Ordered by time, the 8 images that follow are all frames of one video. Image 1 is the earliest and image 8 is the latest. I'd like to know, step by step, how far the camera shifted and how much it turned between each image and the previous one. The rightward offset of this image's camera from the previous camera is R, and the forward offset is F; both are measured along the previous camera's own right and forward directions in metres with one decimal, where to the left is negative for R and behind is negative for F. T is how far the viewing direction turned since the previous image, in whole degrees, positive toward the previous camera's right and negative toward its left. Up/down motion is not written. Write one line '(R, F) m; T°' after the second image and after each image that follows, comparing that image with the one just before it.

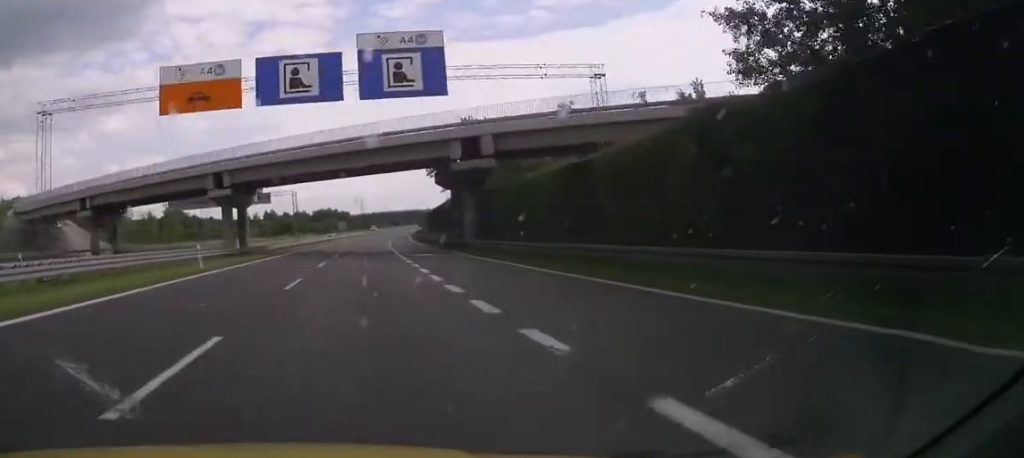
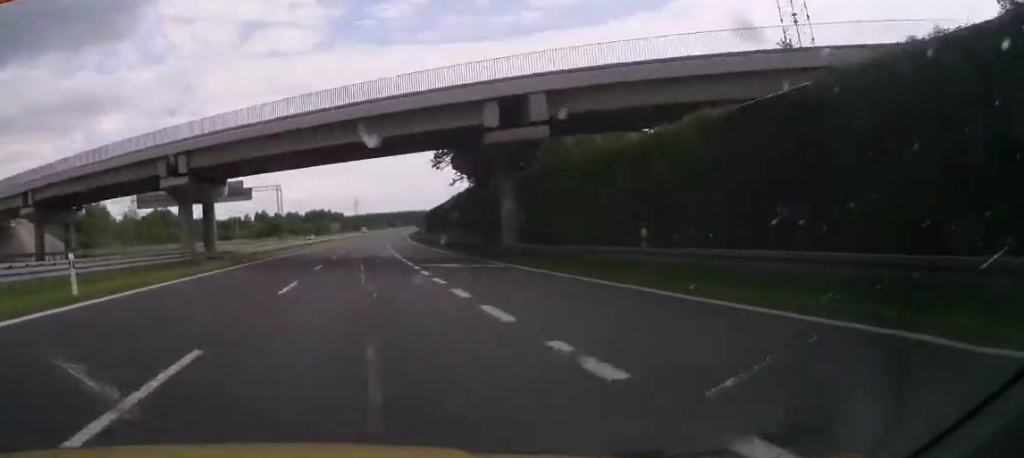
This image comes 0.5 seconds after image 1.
(-0.1, +13.0) m; 0°
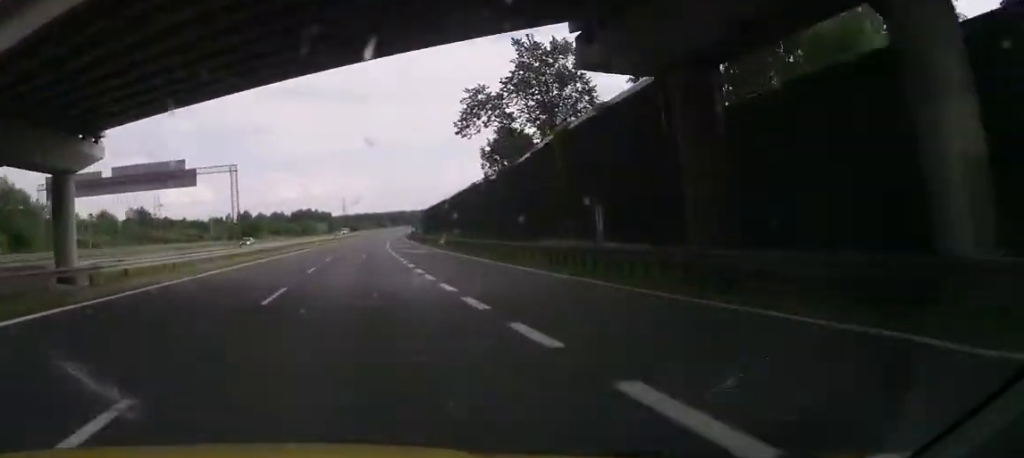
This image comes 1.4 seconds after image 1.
(+0.3, +26.2) m; +1°
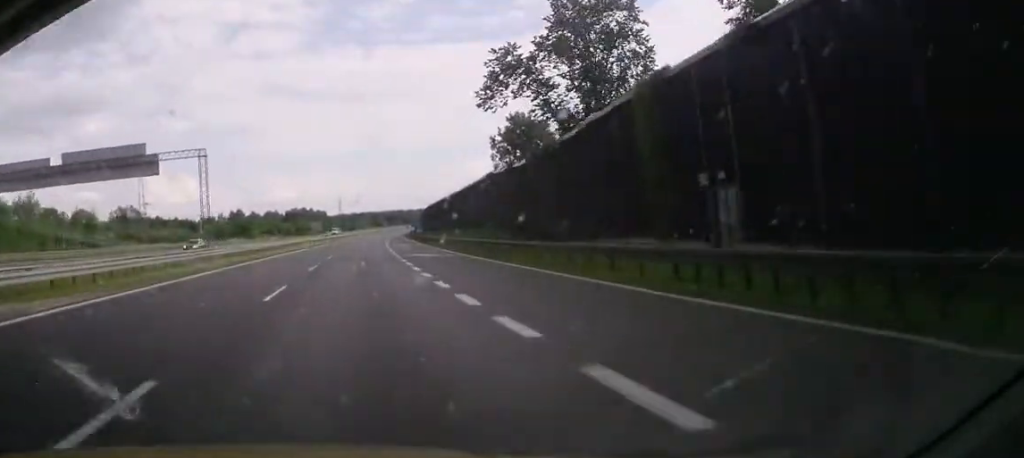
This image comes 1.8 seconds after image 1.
(0.0, +11.3) m; 0°
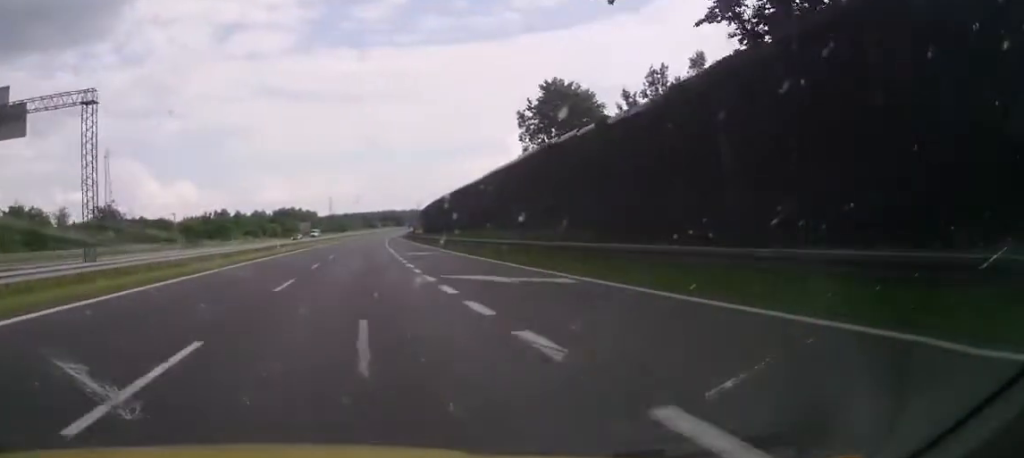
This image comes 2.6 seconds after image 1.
(0.0, +21.6) m; 0°
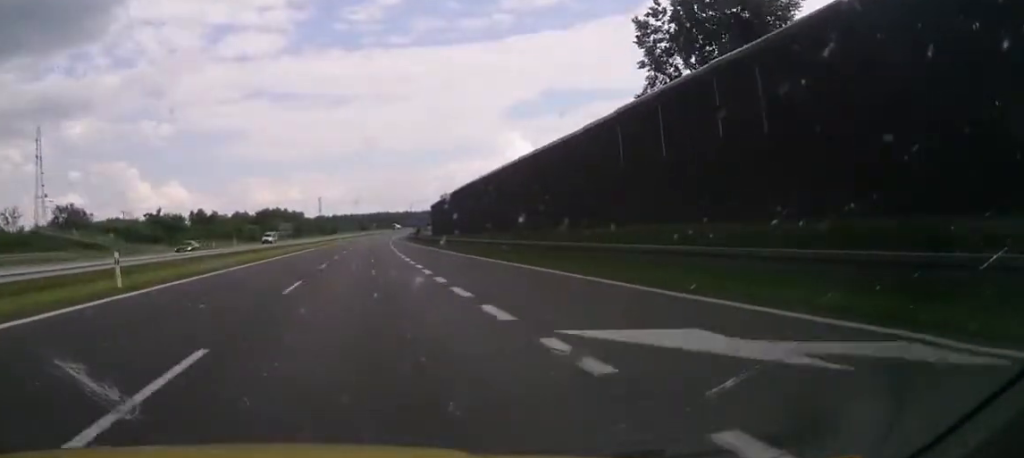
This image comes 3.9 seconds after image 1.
(0.0, +36.7) m; 0°
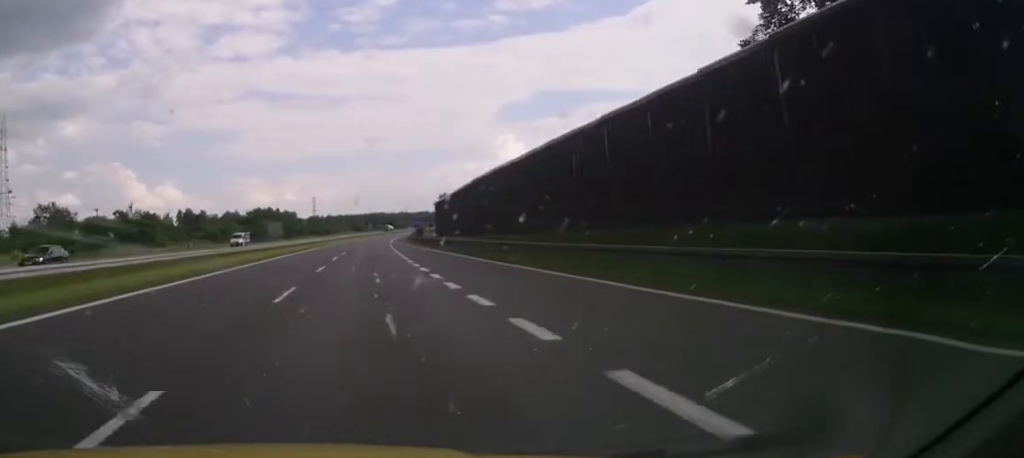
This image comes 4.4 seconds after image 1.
(0.0, +14.2) m; 0°
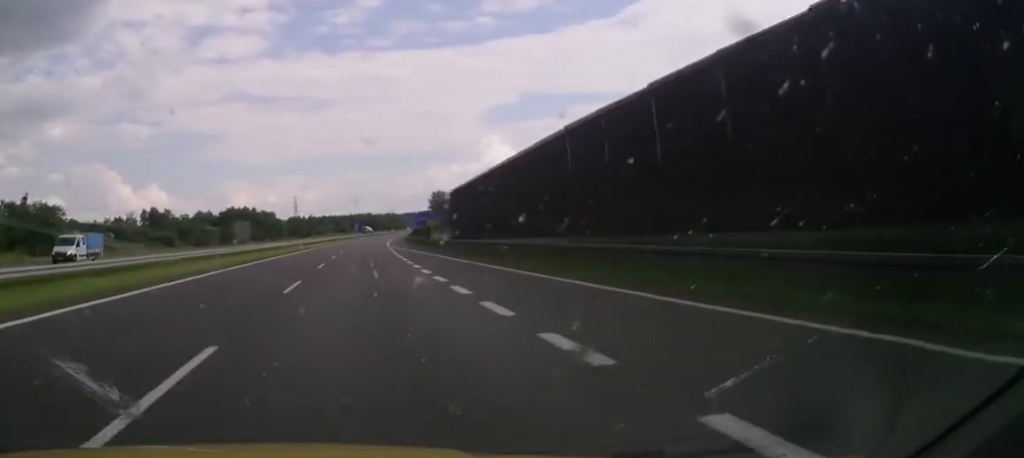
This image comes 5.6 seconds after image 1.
(0.0, +34.1) m; +1°
